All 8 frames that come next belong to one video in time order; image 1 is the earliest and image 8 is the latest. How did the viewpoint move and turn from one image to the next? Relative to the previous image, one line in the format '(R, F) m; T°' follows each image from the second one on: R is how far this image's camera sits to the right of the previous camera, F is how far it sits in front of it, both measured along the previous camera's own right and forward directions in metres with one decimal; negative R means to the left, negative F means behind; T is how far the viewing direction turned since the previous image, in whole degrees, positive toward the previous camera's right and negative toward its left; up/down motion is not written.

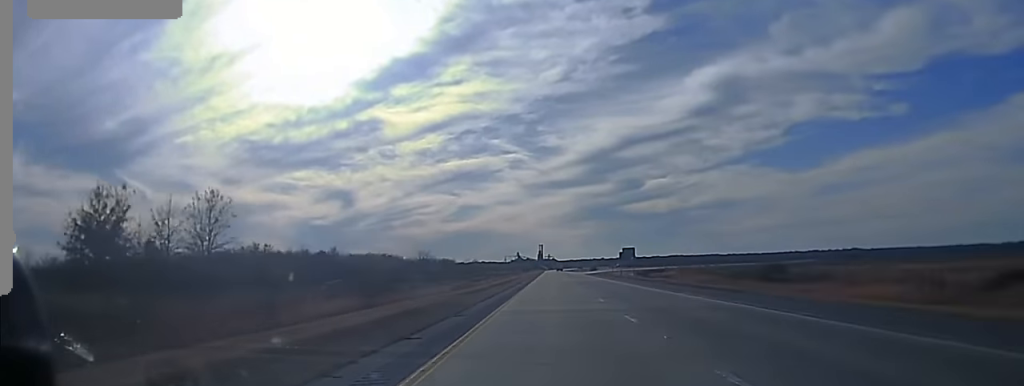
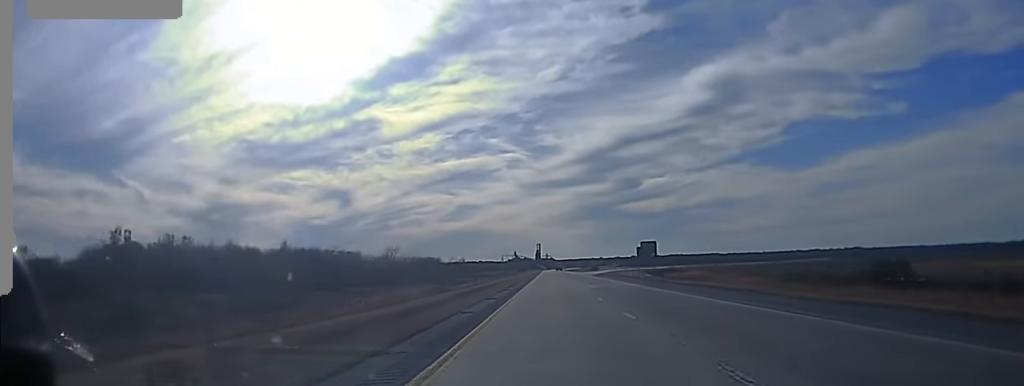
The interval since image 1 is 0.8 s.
(+0.4, +37.1) m; 0°
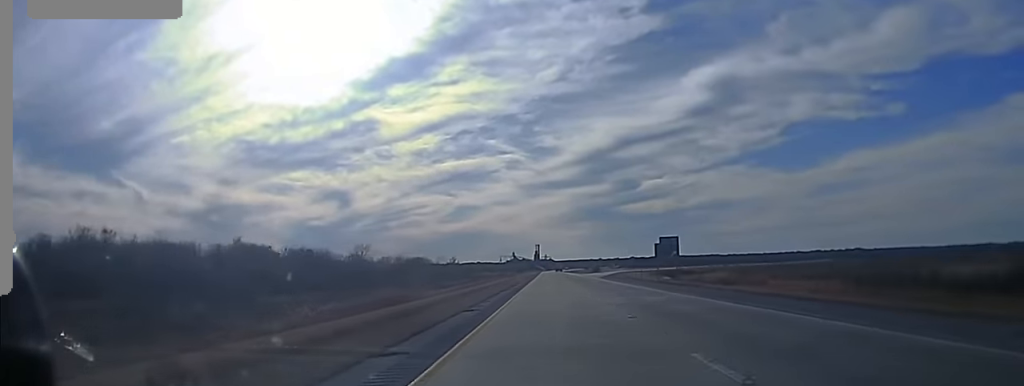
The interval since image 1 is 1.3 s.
(0.0, +21.7) m; 0°
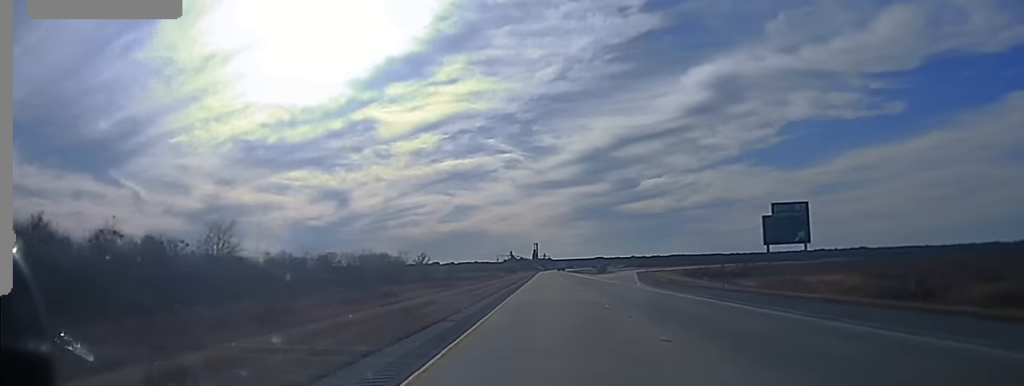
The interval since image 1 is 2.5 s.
(-0.1, +55.7) m; 0°
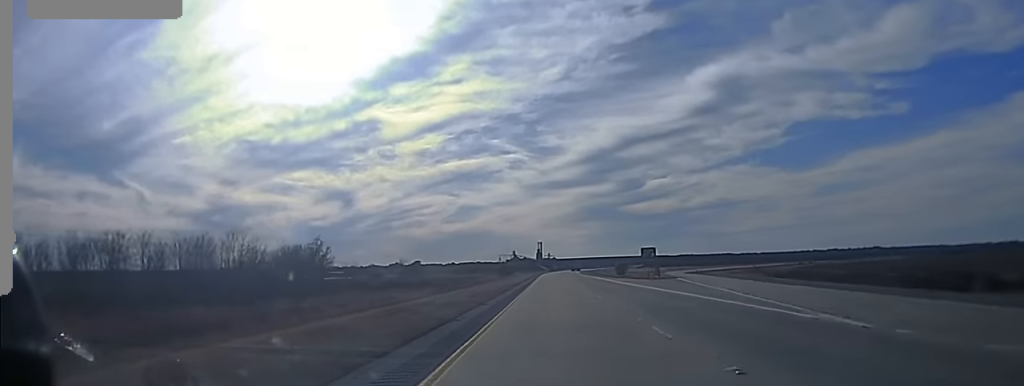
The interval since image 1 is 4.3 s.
(-0.6, +86.5) m; -1°
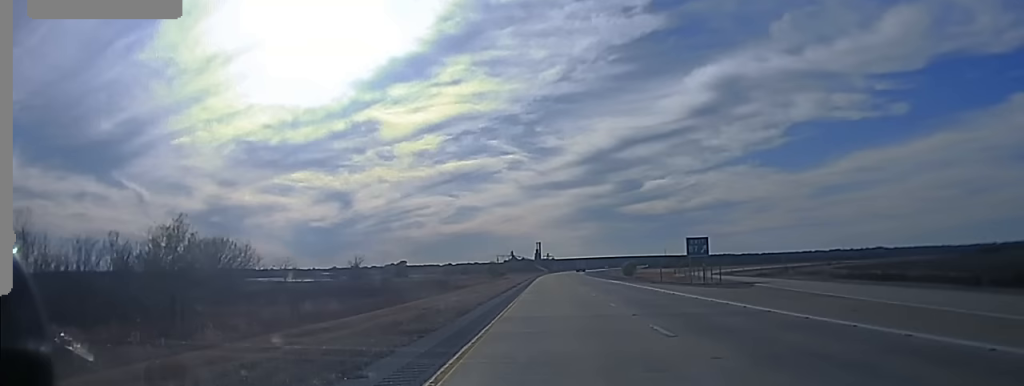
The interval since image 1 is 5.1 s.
(-0.1, +34.0) m; 0°
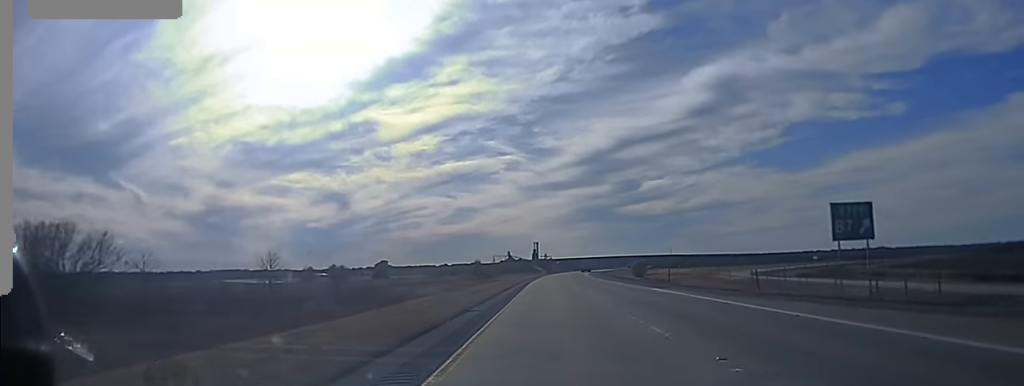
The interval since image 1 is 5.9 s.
(+0.4, +37.1) m; 0°
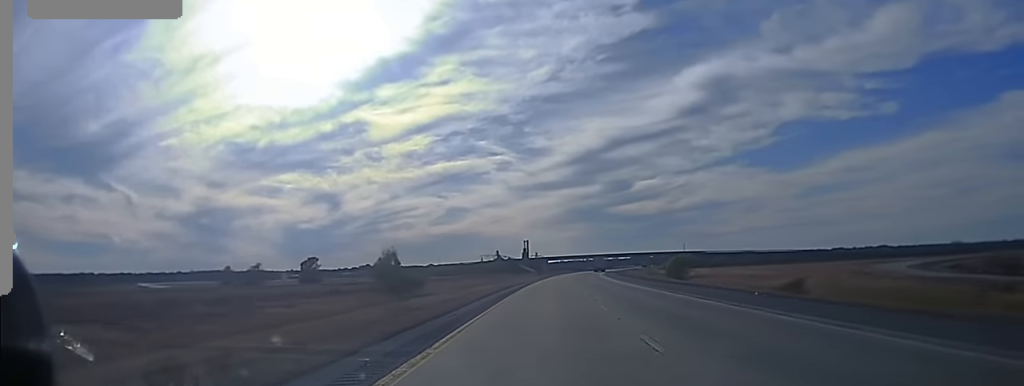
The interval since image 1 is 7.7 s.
(+0.1, +88.3) m; 0°
